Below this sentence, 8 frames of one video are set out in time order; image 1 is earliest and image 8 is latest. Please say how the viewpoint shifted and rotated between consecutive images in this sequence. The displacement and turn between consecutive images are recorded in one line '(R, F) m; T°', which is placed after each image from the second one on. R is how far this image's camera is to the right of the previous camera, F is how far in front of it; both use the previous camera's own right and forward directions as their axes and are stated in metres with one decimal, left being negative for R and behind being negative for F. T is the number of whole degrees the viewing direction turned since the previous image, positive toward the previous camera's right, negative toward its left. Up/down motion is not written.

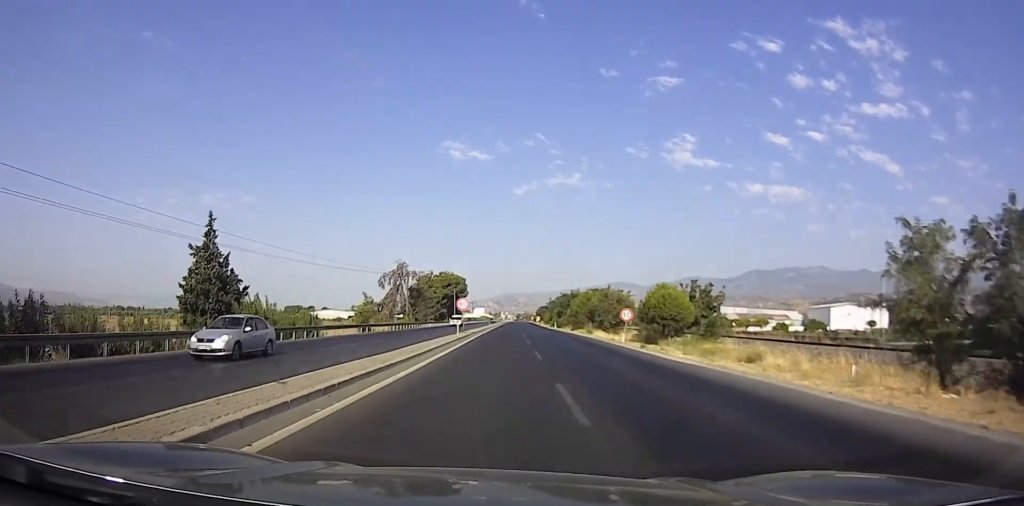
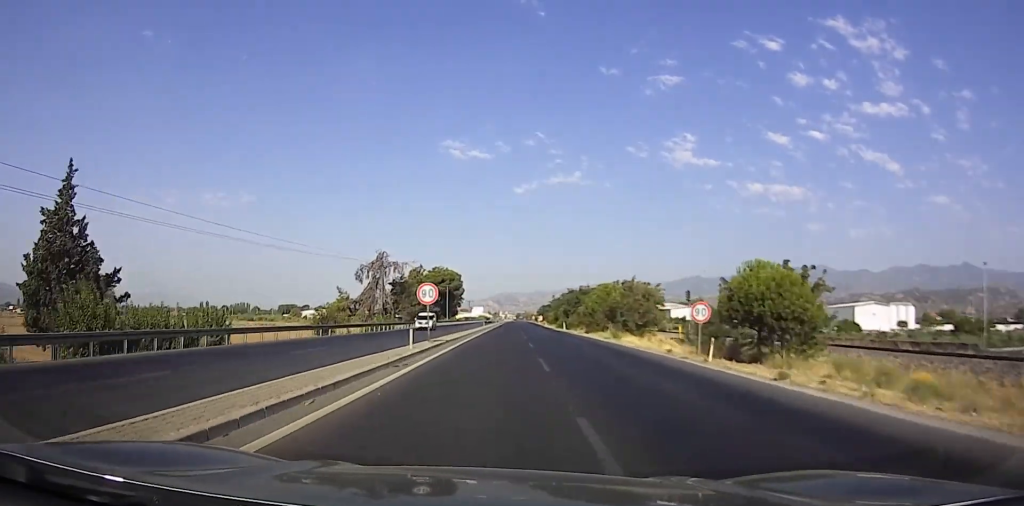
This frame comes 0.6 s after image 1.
(-0.1, +16.2) m; 0°
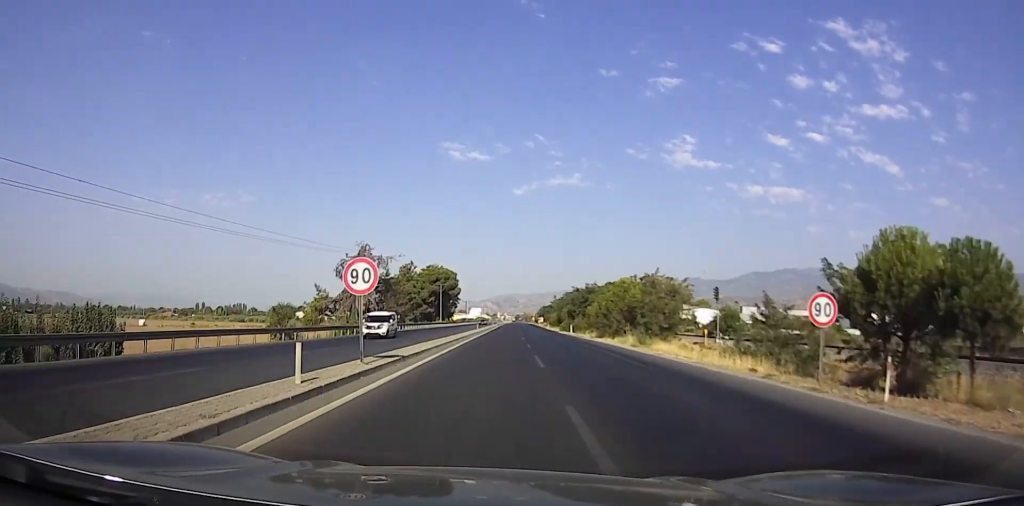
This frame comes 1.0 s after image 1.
(0.0, +10.3) m; 0°
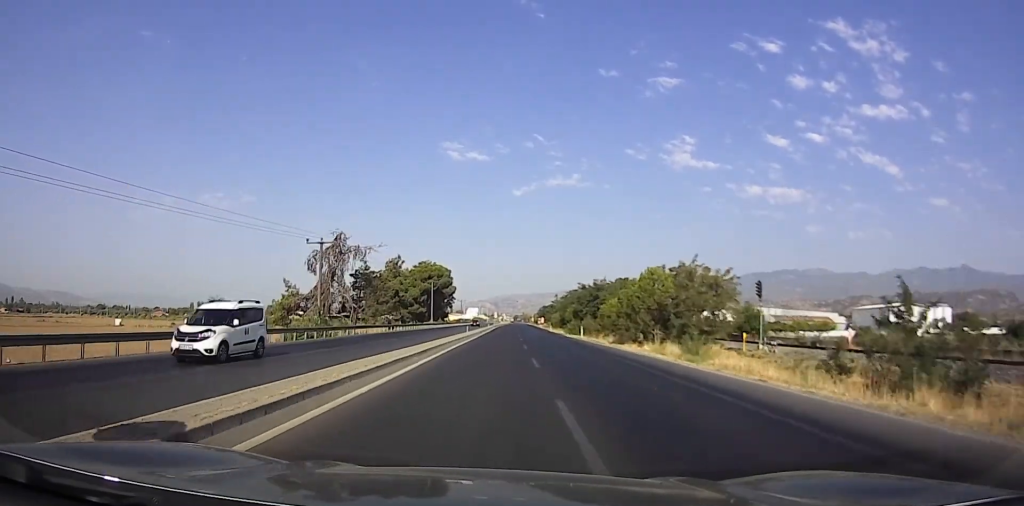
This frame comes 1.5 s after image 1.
(0.0, +11.2) m; 0°
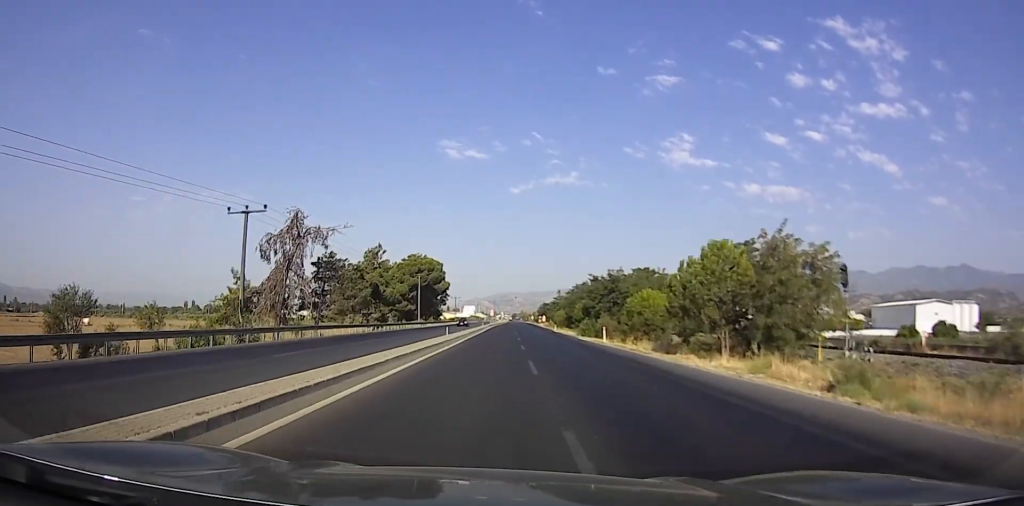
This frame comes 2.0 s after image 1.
(0.0, +13.8) m; 0°
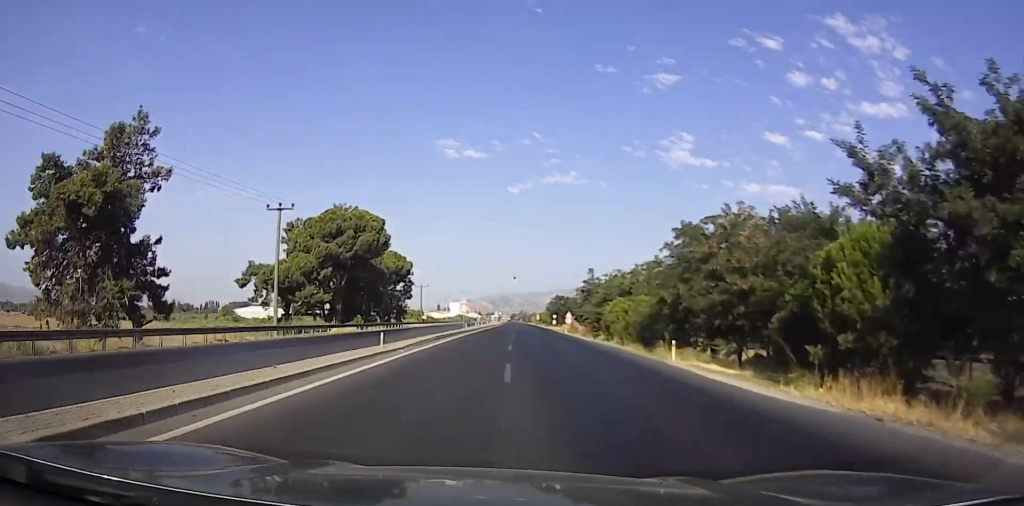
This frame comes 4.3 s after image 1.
(-0.1, +60.5) m; -1°
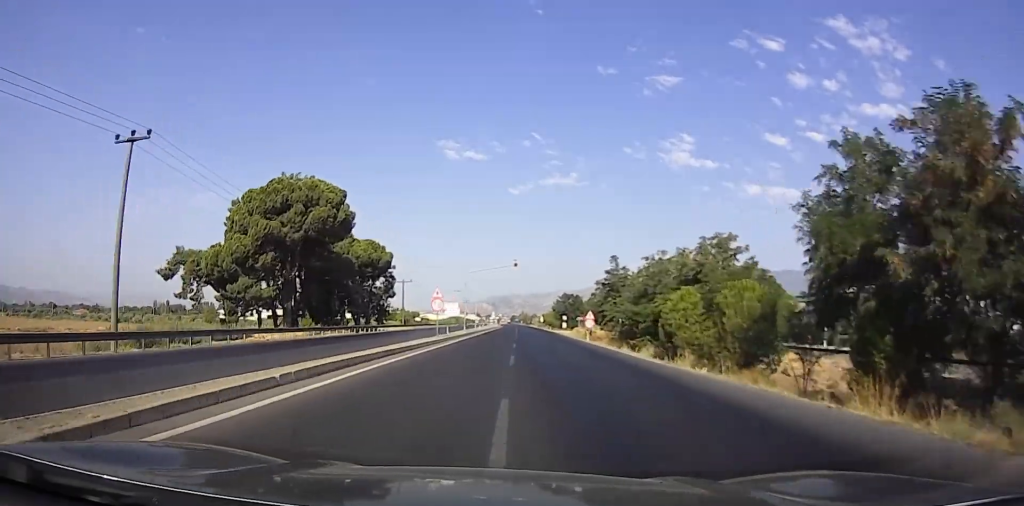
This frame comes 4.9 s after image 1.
(-0.2, +18.3) m; +1°
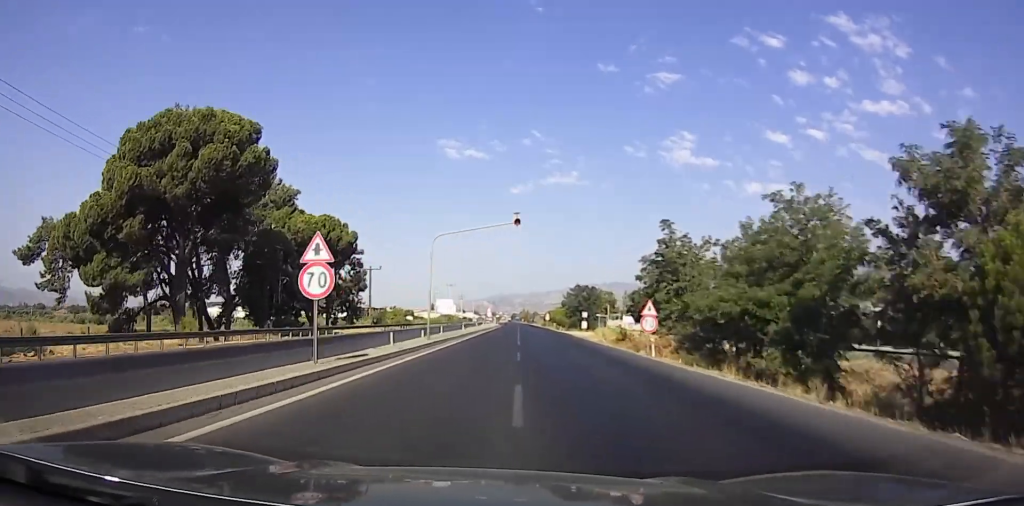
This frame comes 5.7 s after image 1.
(+0.4, +21.6) m; +1°
